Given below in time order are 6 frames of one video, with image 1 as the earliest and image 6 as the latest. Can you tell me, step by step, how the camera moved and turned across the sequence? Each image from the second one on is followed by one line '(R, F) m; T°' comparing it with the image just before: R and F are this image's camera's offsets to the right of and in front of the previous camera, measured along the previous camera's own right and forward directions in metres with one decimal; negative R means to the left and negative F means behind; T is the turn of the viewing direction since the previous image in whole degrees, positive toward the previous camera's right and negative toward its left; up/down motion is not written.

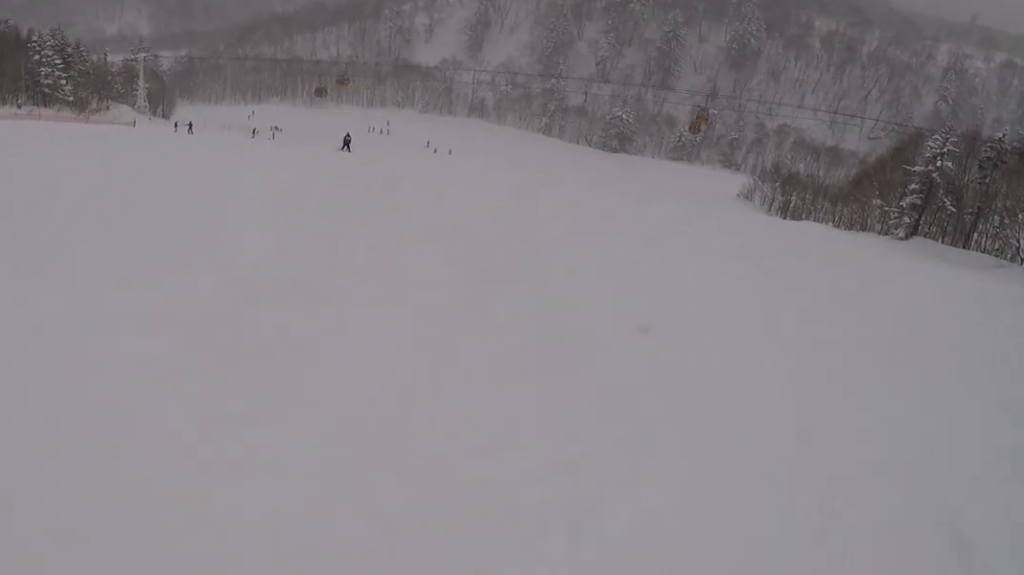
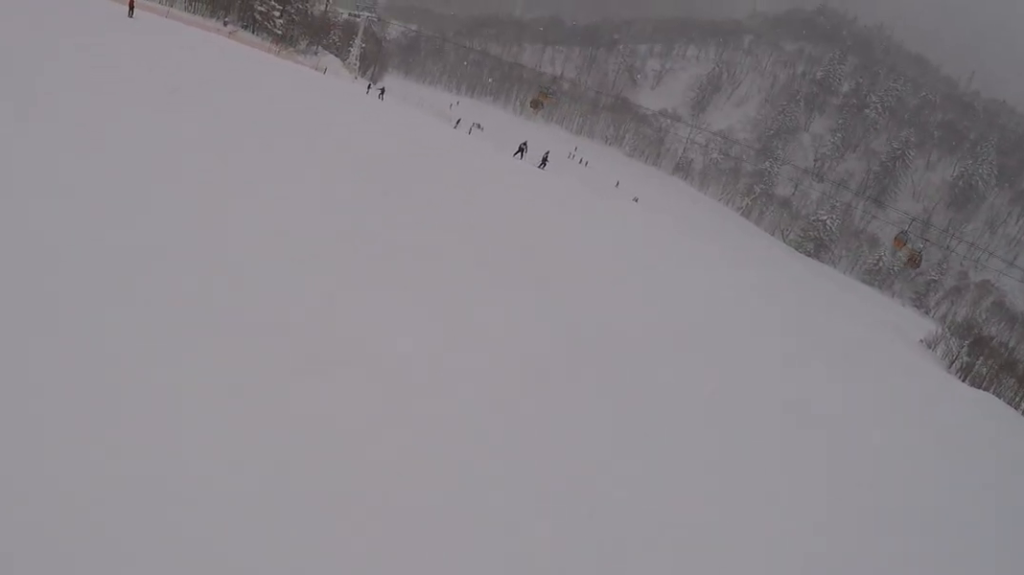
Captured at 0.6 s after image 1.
(-0.4, +4.9) m; -5°
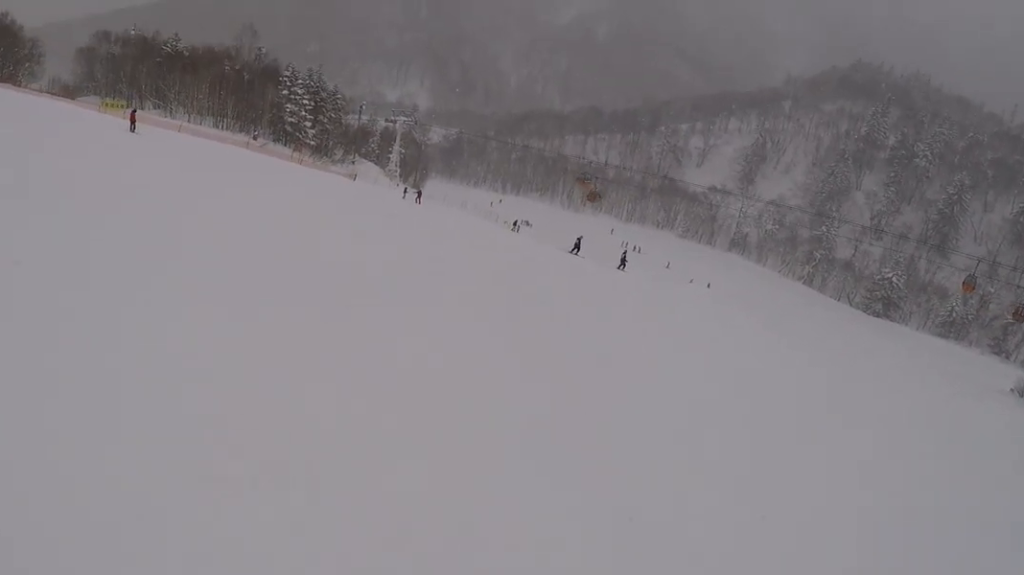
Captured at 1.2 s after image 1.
(-0.9, +5.4) m; -3°
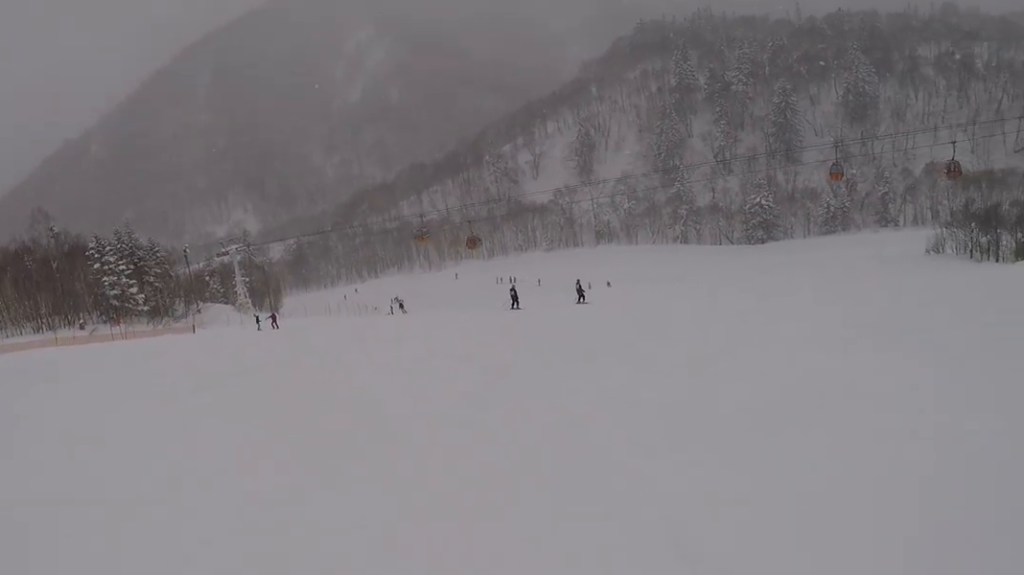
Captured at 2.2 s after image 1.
(+0.7, +8.3) m; +16°
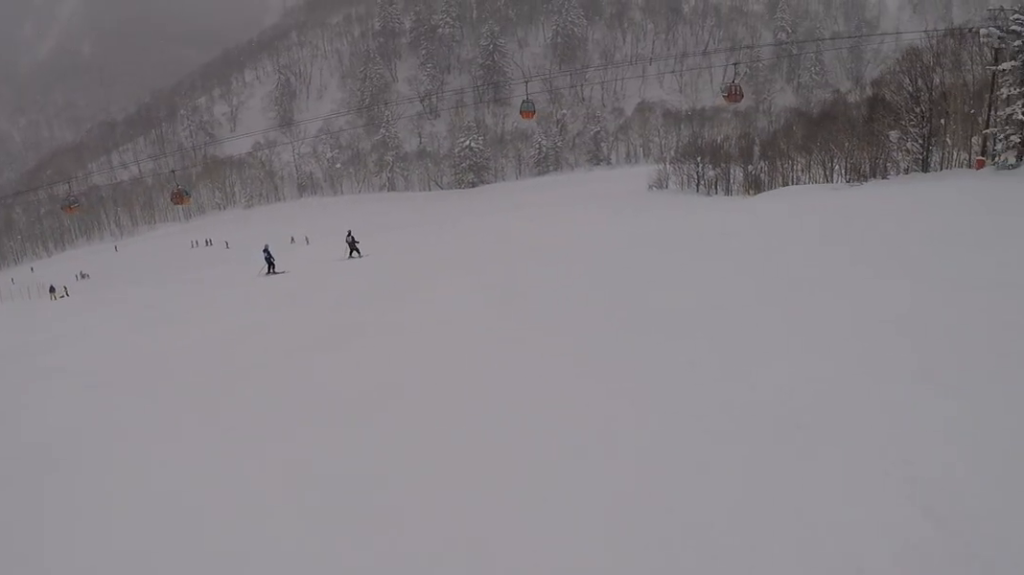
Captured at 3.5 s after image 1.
(+2.5, +10.2) m; +16°
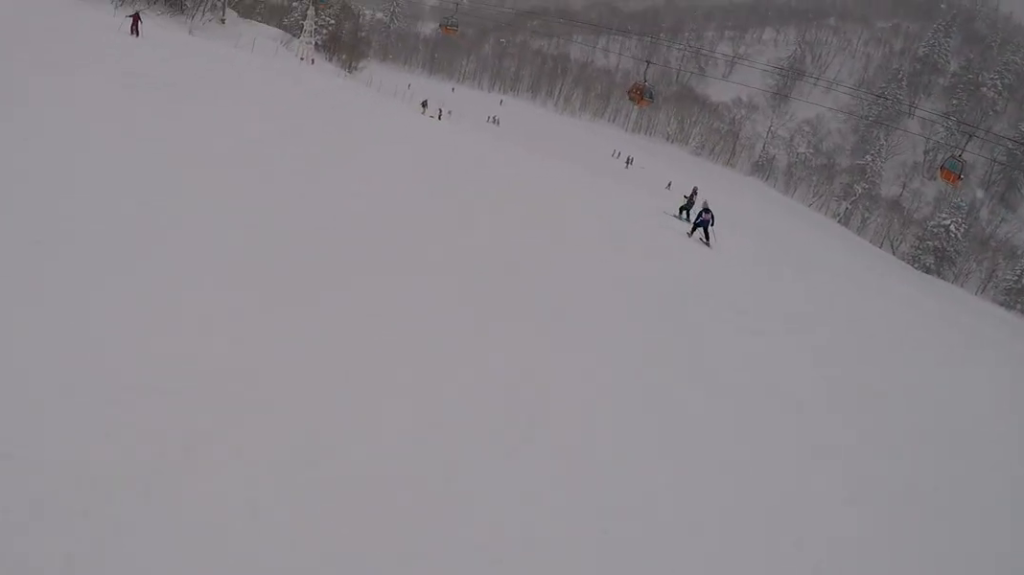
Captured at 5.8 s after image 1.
(-4.4, +14.4) m; -38°
